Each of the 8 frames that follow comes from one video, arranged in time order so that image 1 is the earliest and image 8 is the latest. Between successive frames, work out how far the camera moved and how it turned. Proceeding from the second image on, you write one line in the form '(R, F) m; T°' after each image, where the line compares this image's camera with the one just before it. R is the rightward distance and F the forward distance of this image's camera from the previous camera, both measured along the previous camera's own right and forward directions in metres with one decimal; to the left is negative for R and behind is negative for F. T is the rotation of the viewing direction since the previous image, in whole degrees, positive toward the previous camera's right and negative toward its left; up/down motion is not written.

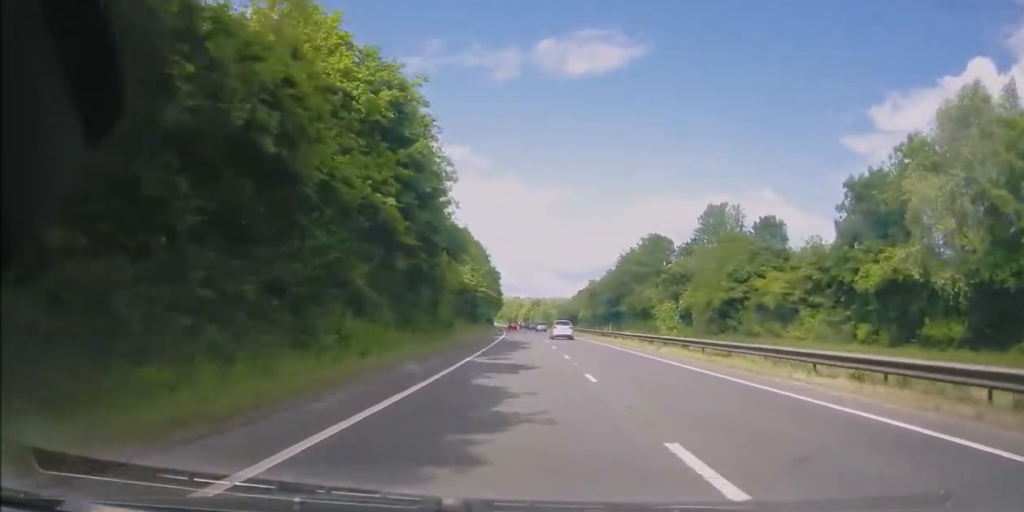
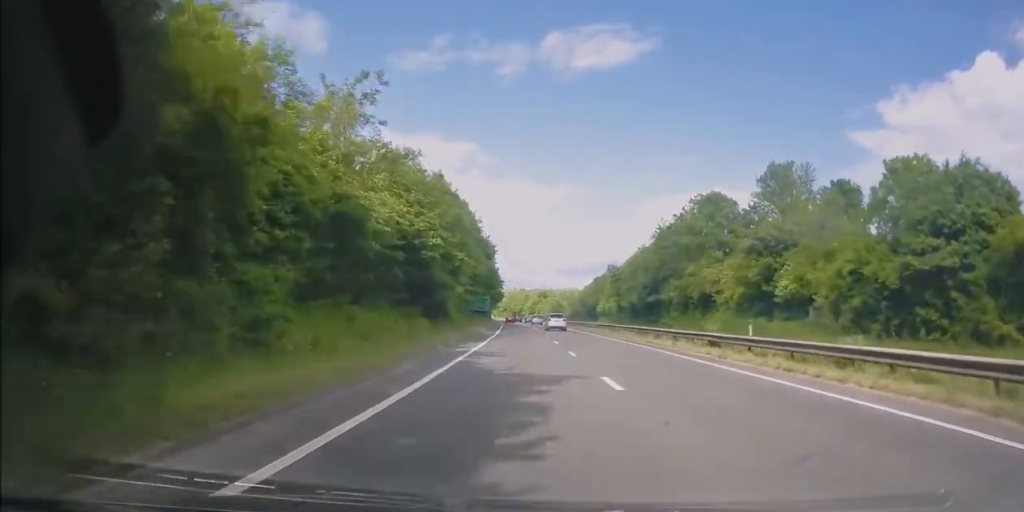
(-0.1, +30.3) m; -1°
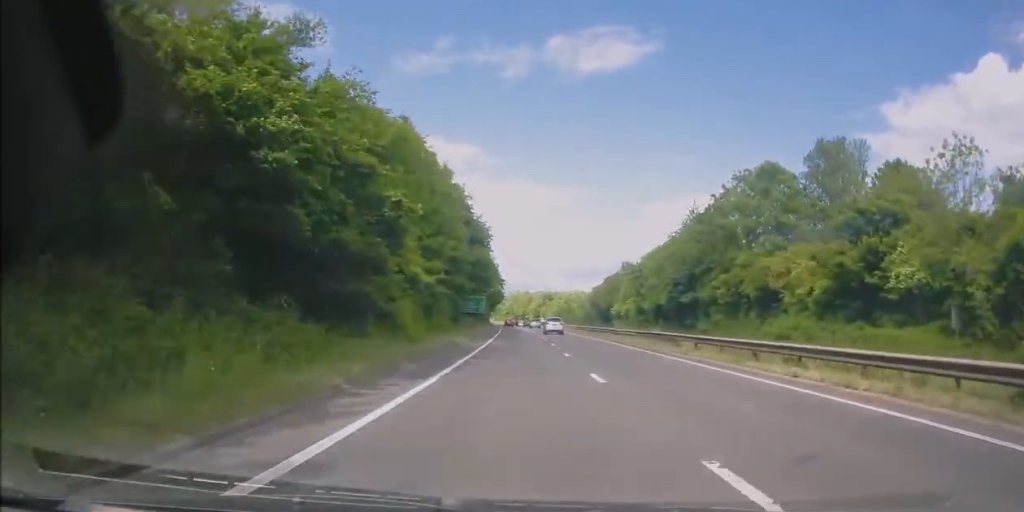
(-0.3, +16.4) m; 0°
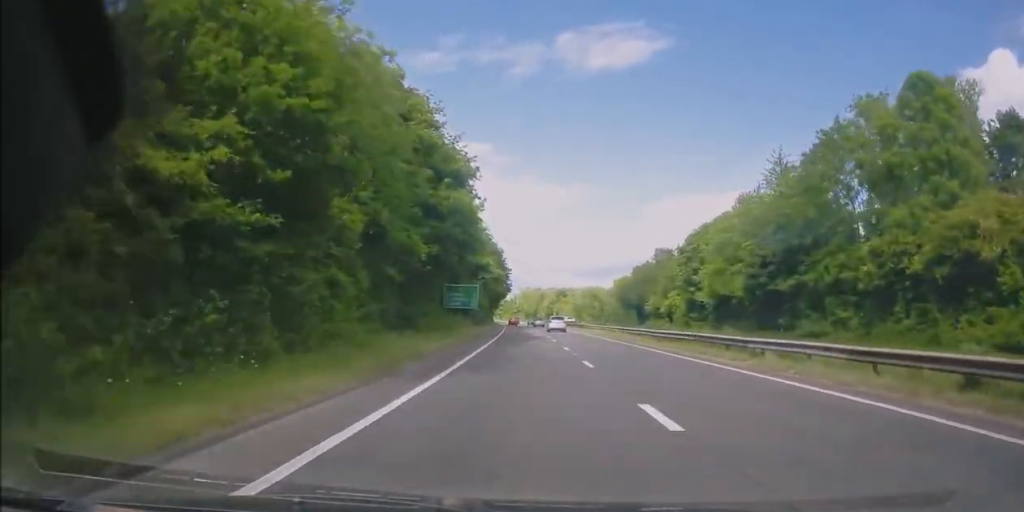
(+0.2, +23.9) m; 0°
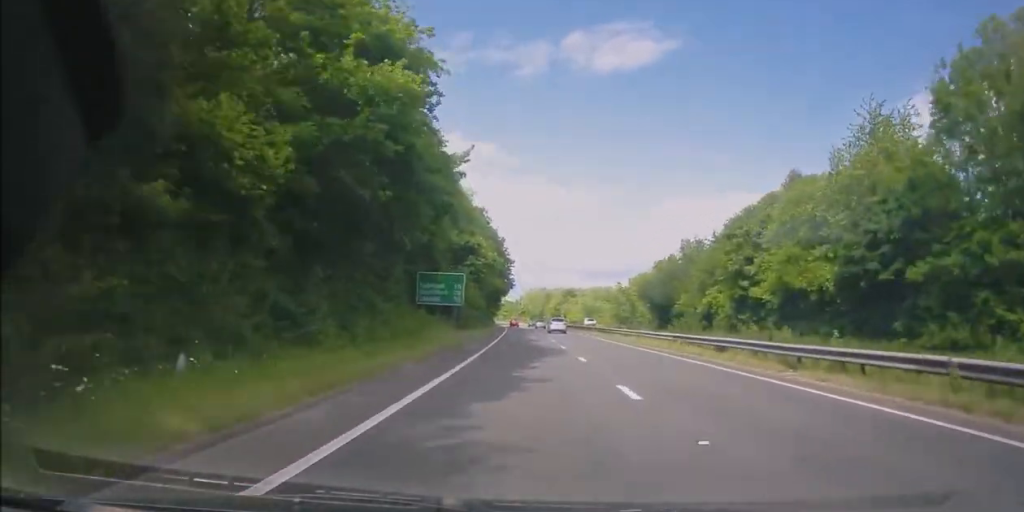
(0.0, +15.2) m; 0°
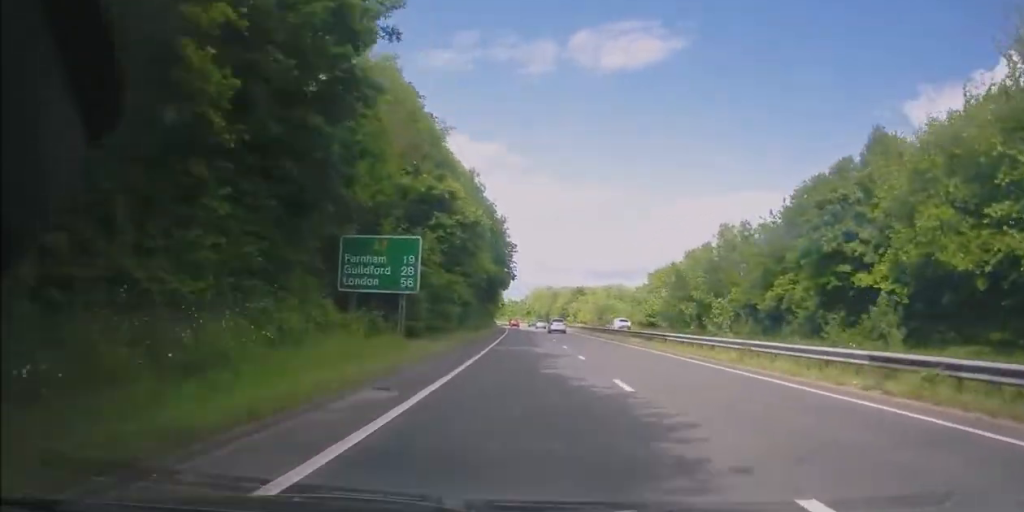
(-0.3, +17.0) m; -1°
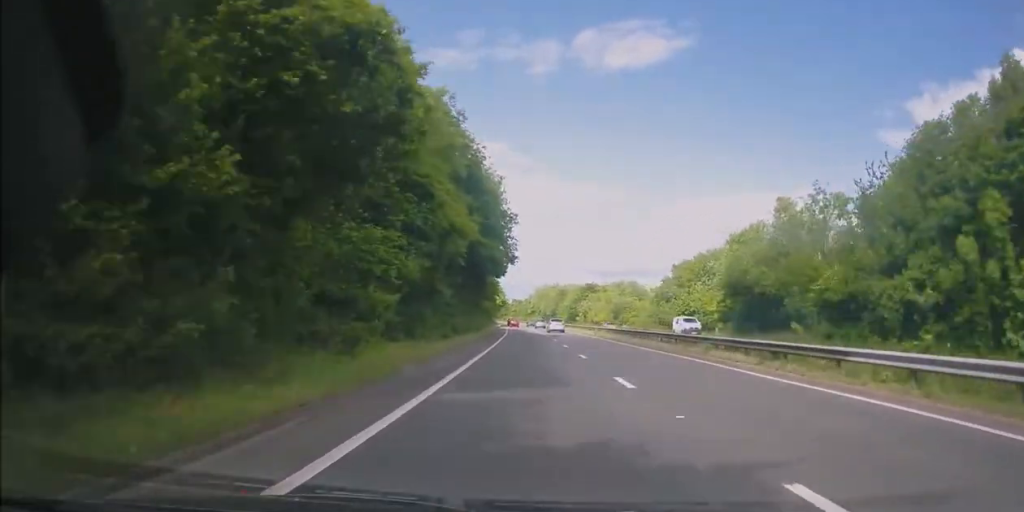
(0.0, +17.9) m; 0°
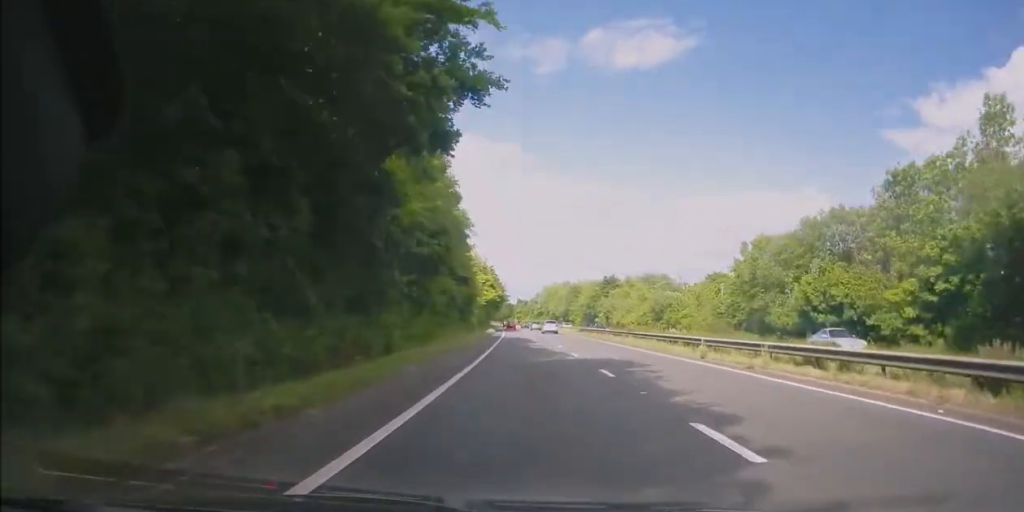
(0.0, +33.9) m; 0°
